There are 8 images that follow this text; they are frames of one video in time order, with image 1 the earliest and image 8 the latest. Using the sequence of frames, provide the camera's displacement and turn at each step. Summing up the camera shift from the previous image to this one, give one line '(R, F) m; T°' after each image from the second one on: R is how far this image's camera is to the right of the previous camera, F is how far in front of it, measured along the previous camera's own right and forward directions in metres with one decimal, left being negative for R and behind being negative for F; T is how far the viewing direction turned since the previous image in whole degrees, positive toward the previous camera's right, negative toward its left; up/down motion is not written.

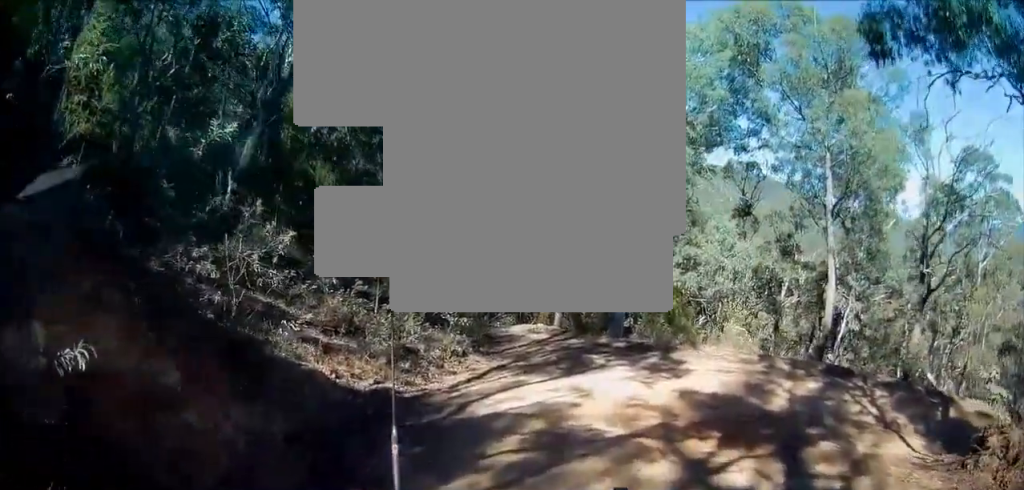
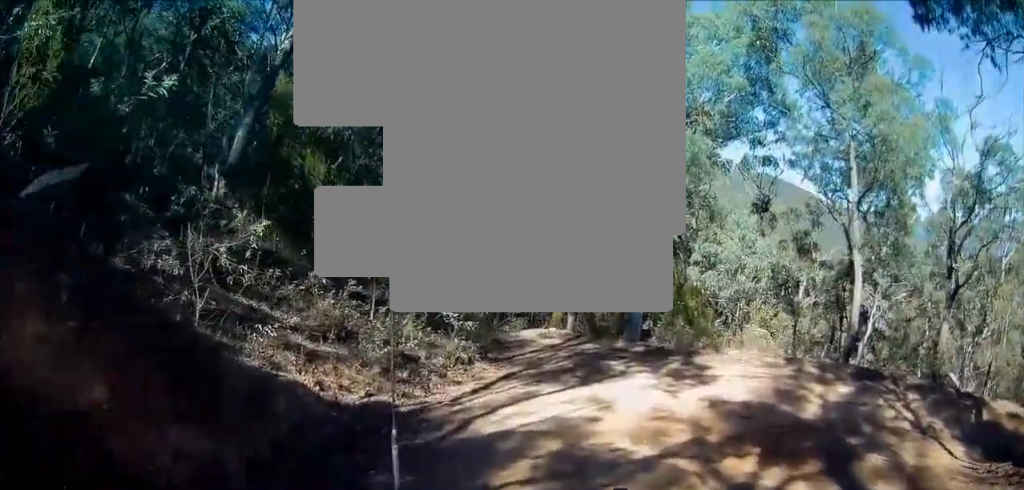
(0.0, +1.4) m; -1°
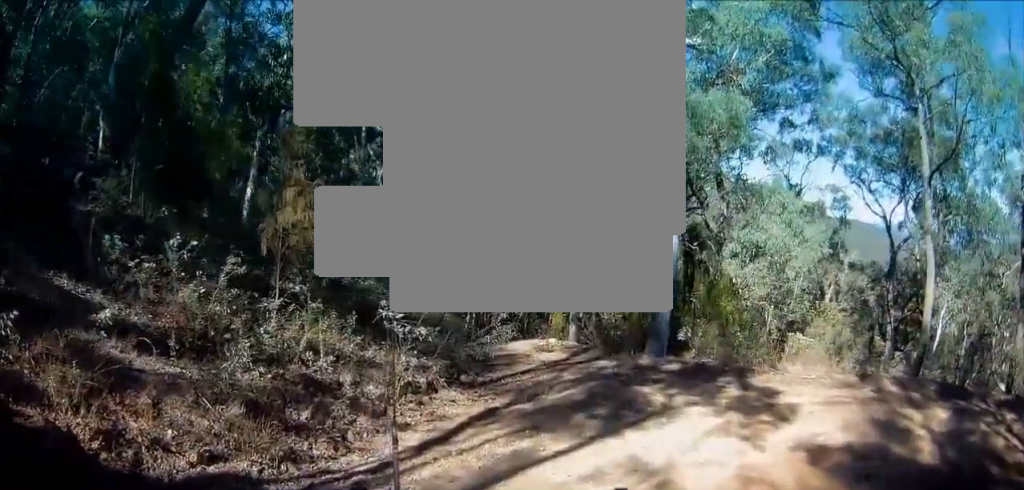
(+0.3, +4.7) m; +12°
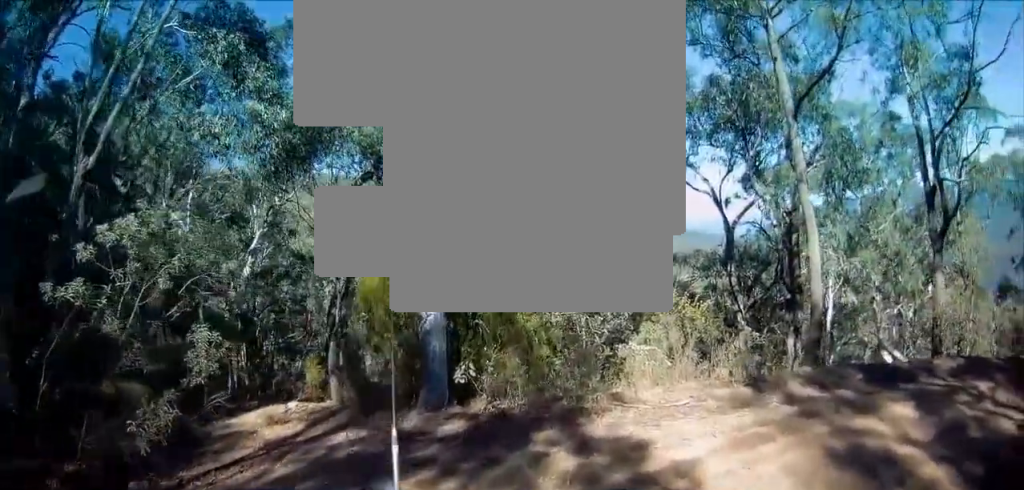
(0.0, +4.7) m; +10°
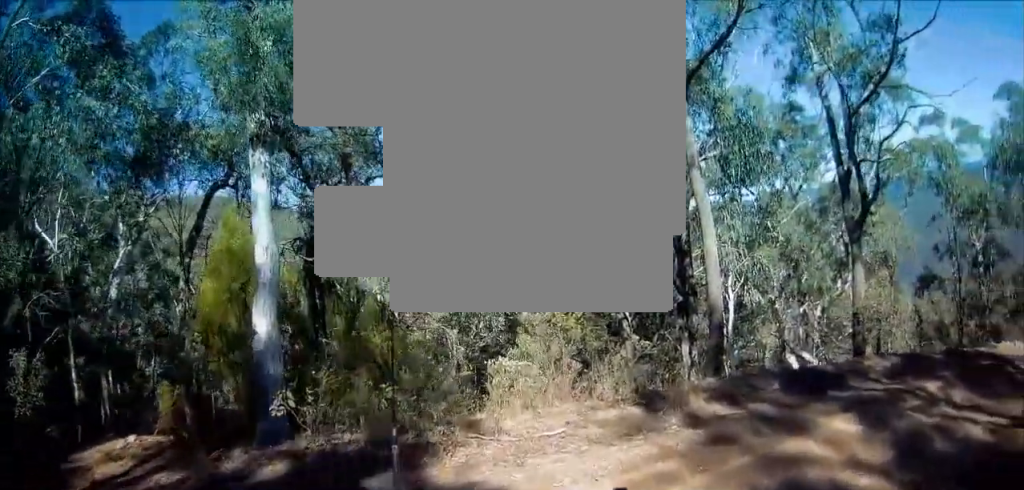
(+0.3, +1.7) m; +21°
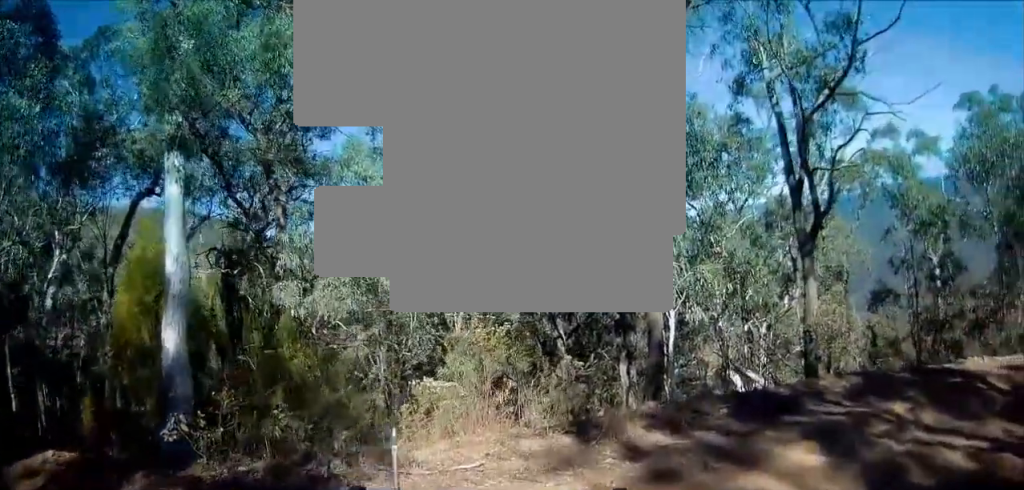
(+0.2, +0.9) m; +2°
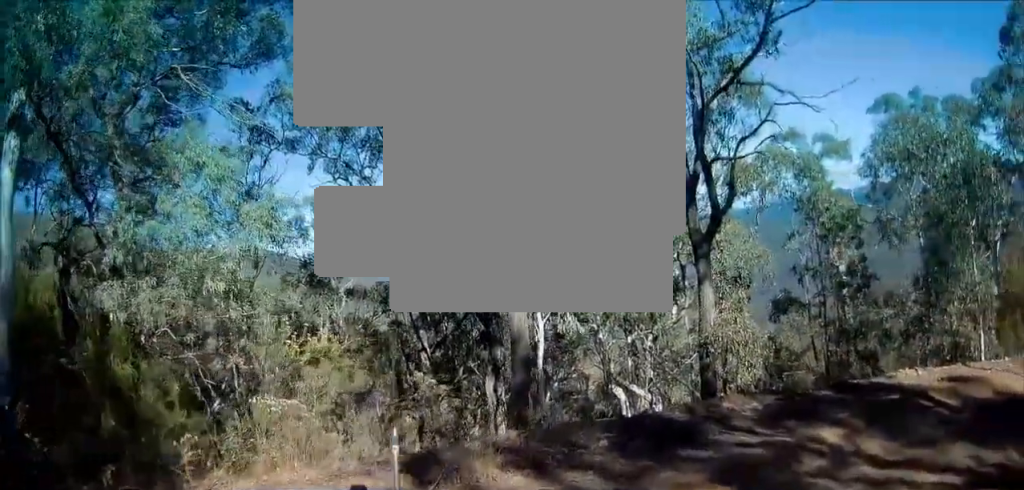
(+0.2, +1.8) m; +5°
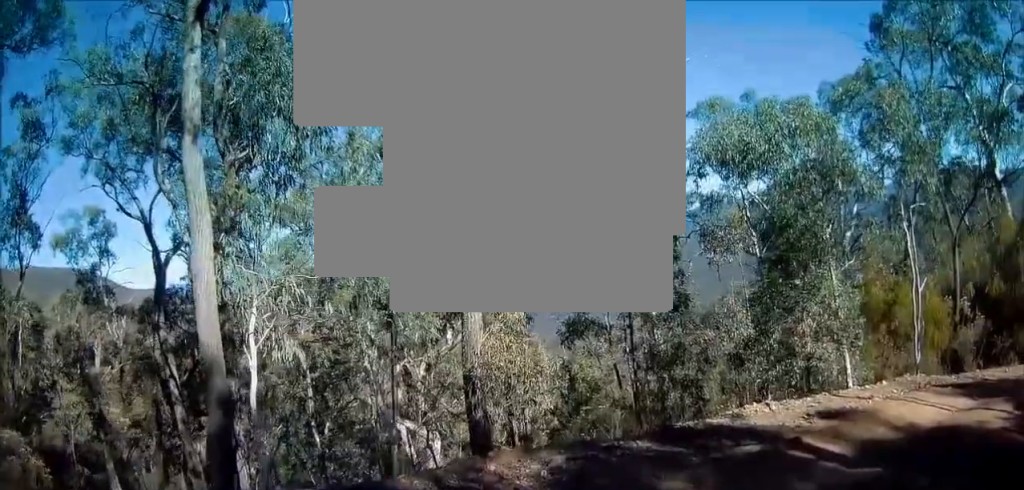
(+0.1, +2.6) m; +15°
